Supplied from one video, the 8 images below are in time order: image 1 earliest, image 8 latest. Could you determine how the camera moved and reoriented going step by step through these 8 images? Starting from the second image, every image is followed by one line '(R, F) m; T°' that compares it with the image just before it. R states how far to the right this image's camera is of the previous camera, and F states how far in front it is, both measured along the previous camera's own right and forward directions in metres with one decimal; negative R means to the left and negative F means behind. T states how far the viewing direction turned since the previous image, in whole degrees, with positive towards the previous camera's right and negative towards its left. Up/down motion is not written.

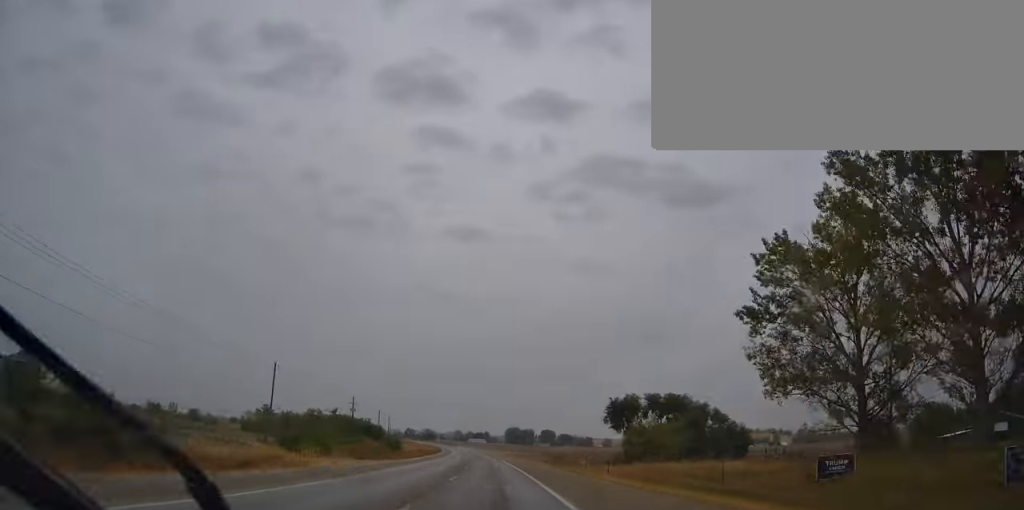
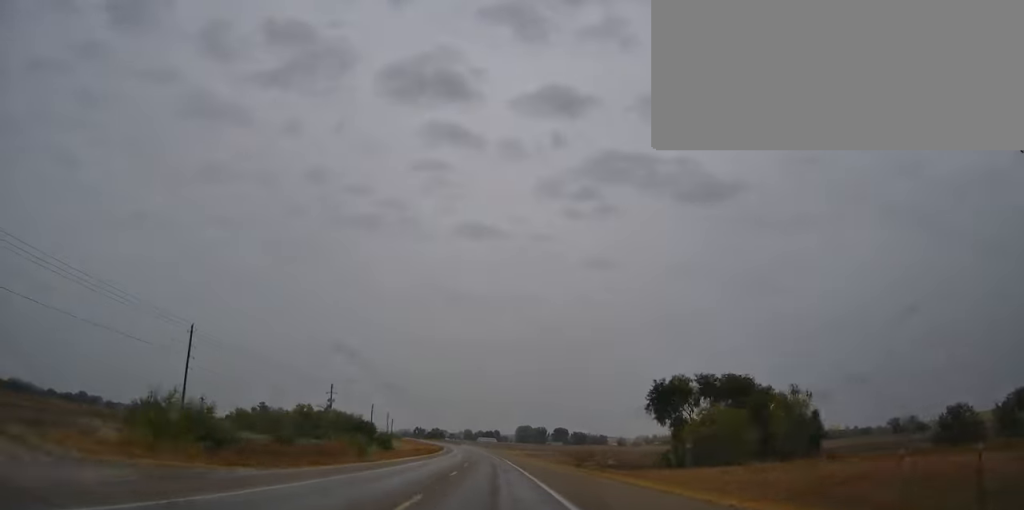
(-0.6, +27.7) m; -1°
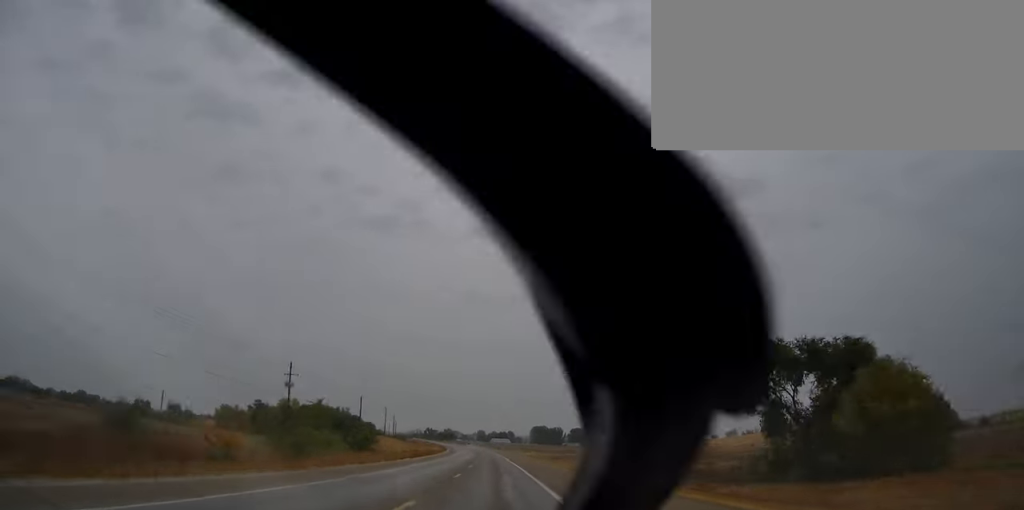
(-0.1, +31.6) m; -1°
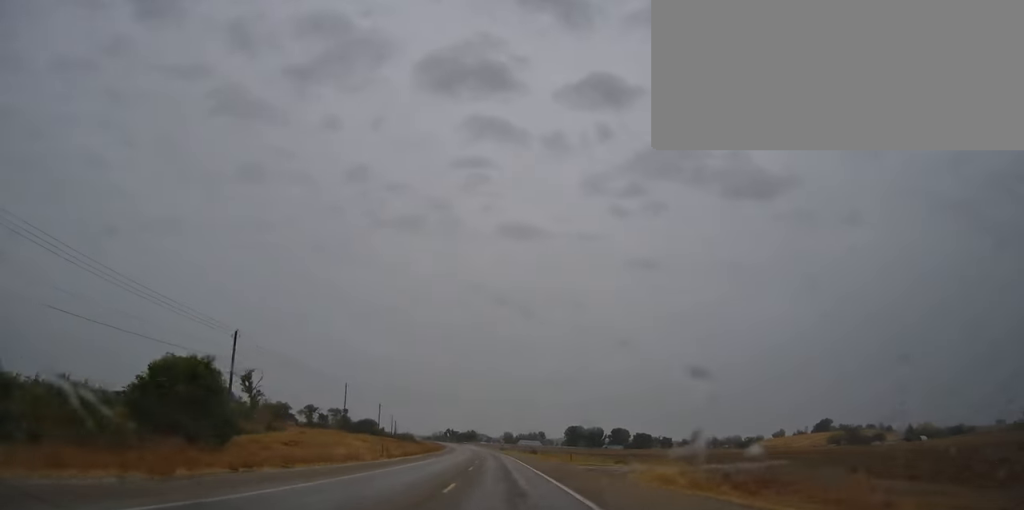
(-2.7, +86.3) m; -3°
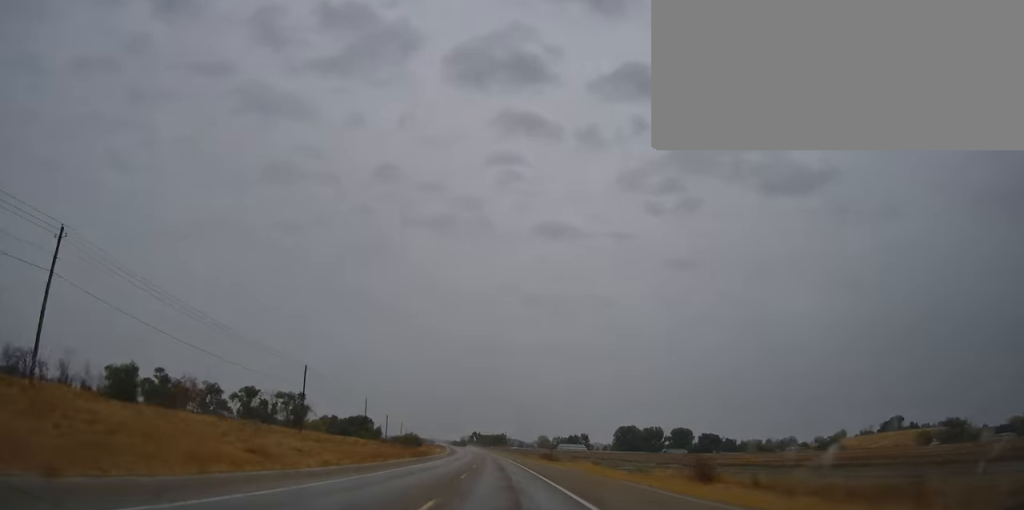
(-2.7, +97.6) m; -3°
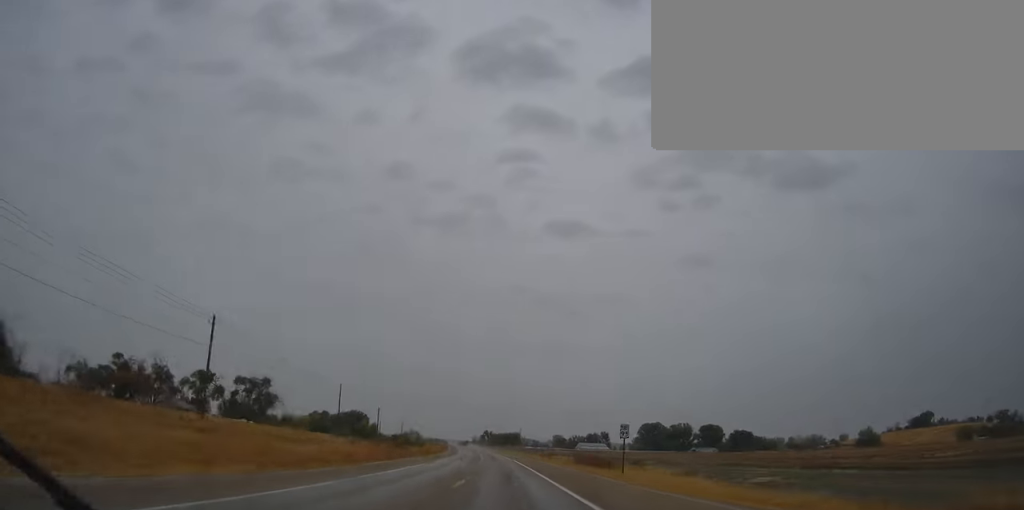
(-0.3, +37.1) m; -1°
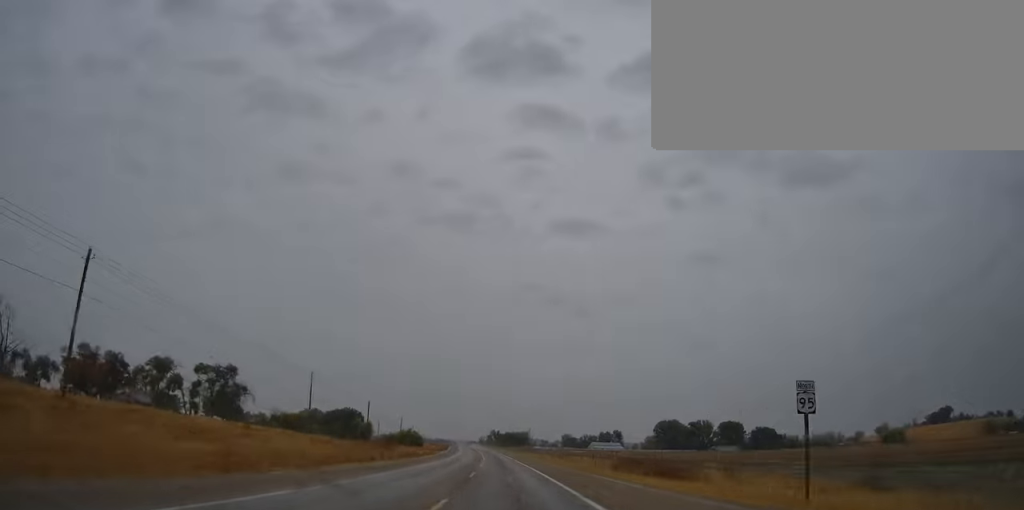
(-0.1, +23.3) m; -1°
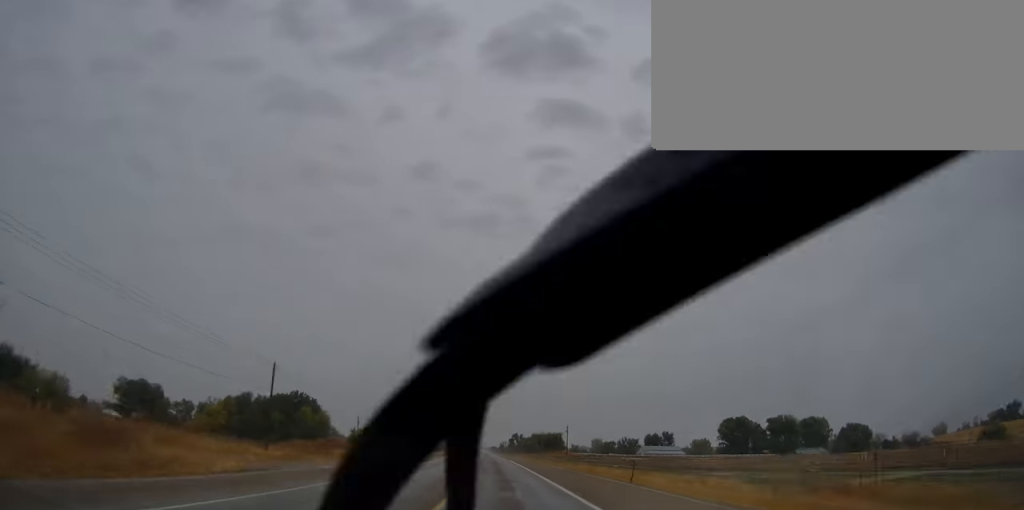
(-1.9, +81.8) m; -2°
